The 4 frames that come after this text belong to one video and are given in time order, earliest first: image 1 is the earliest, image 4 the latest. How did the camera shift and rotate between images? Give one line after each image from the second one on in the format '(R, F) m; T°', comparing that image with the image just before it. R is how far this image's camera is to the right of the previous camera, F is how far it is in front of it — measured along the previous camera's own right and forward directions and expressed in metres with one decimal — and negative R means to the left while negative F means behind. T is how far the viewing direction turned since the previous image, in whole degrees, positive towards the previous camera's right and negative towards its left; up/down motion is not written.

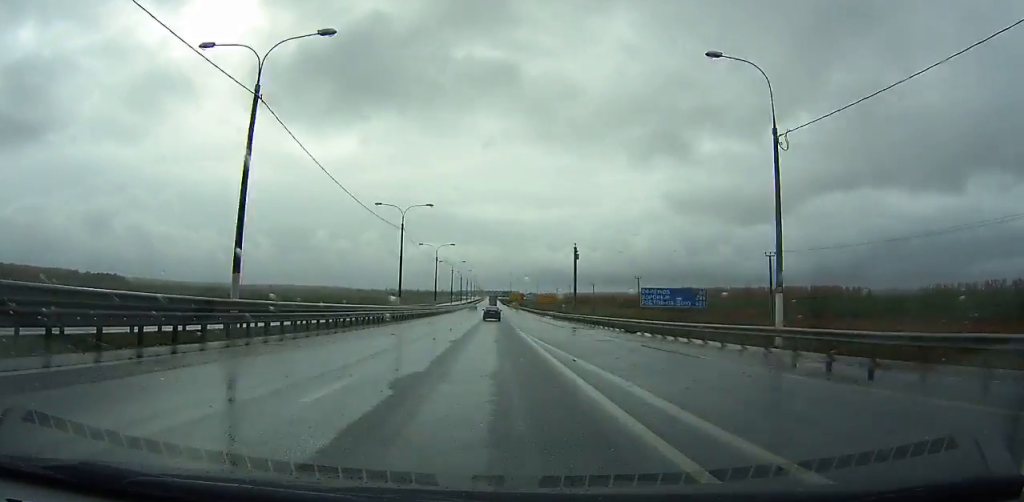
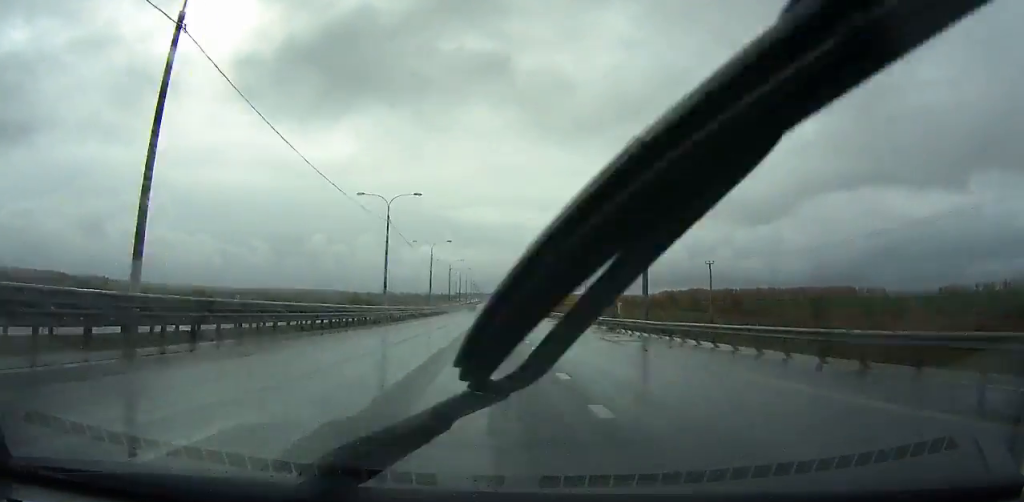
(+0.1, +41.2) m; 0°
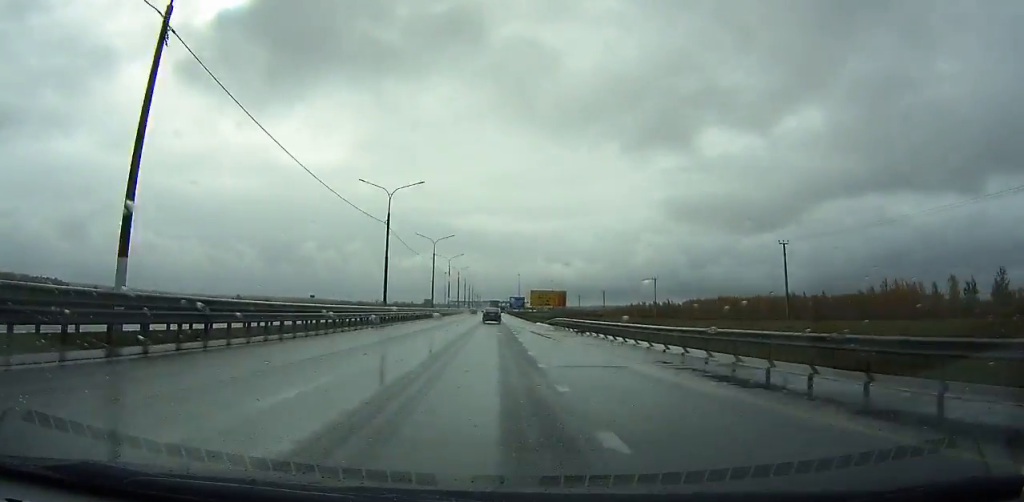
(-0.4, +139.3) m; -1°
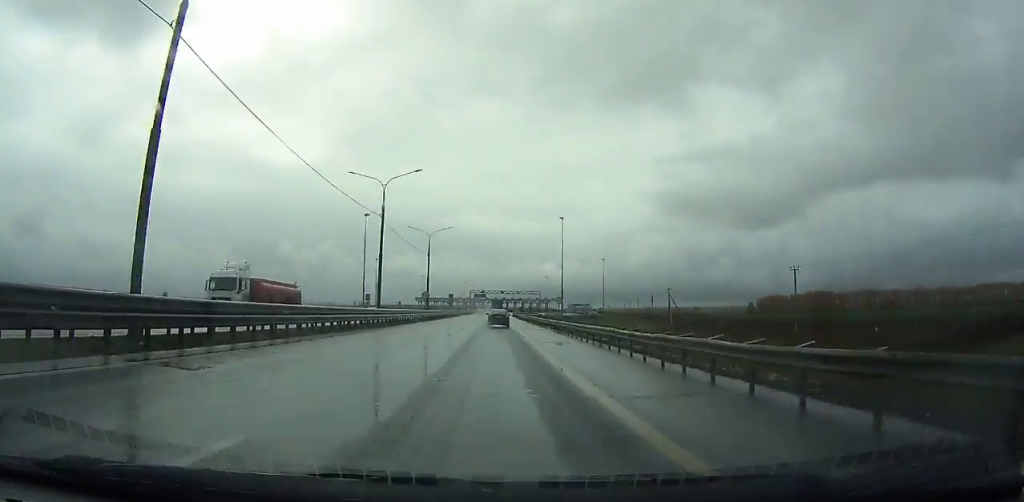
(-1.7, +281.6) m; 0°
